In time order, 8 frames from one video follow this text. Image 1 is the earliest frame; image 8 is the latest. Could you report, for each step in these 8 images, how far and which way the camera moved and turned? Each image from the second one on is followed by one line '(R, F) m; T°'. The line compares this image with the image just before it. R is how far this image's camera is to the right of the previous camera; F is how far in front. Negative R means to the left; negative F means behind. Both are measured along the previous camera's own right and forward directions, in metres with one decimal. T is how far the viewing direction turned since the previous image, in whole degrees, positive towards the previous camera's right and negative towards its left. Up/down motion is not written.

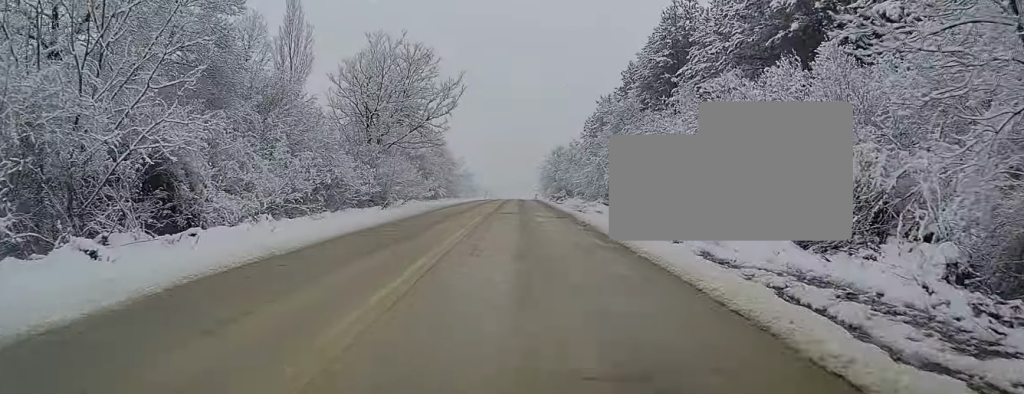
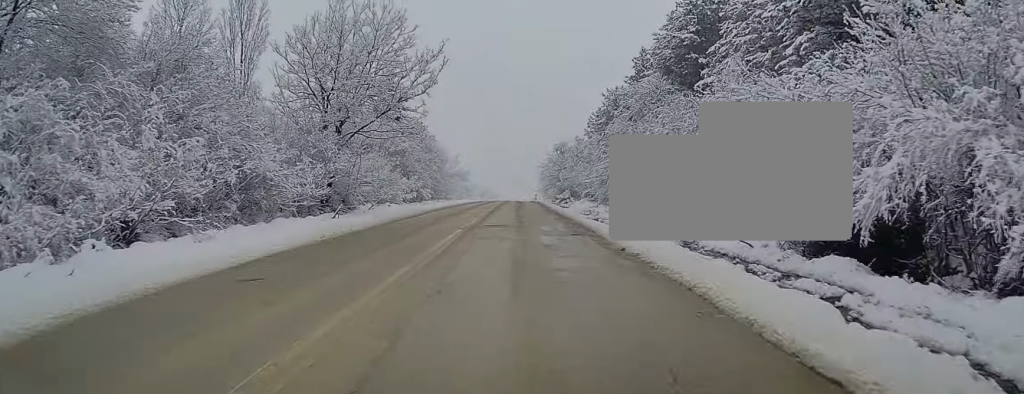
(0.0, +10.4) m; 0°
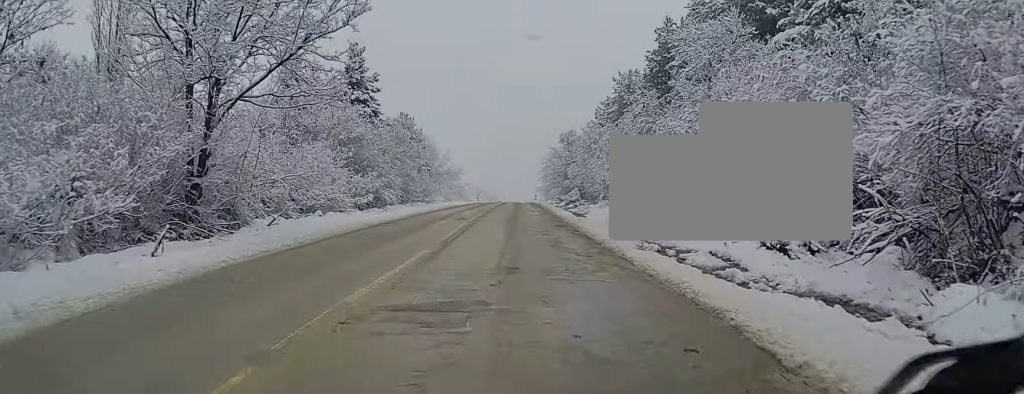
(-0.1, +15.4) m; 0°
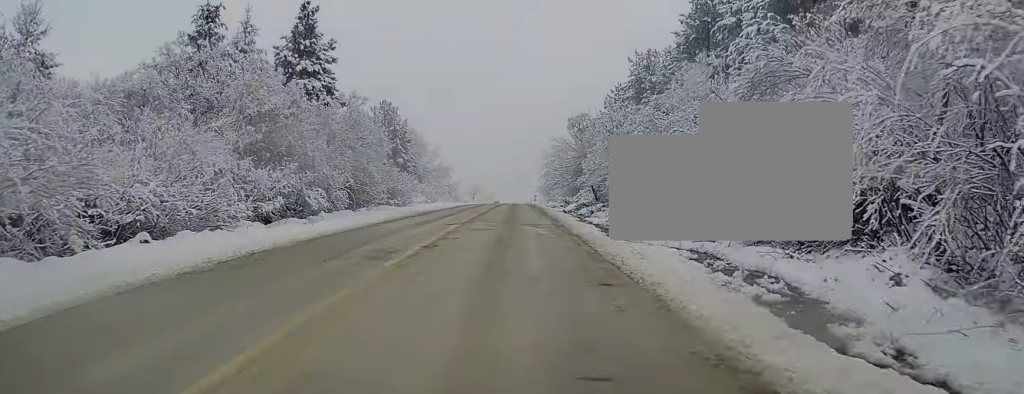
(+0.1, +14.5) m; 0°
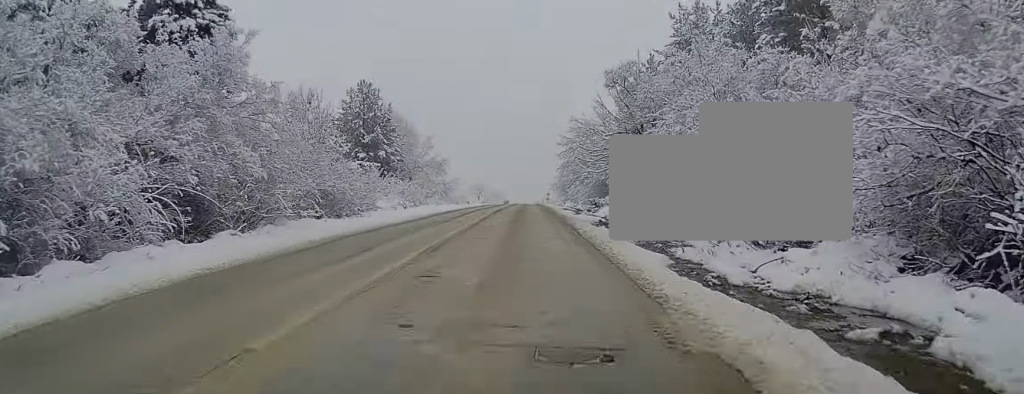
(+0.1, +19.1) m; 0°
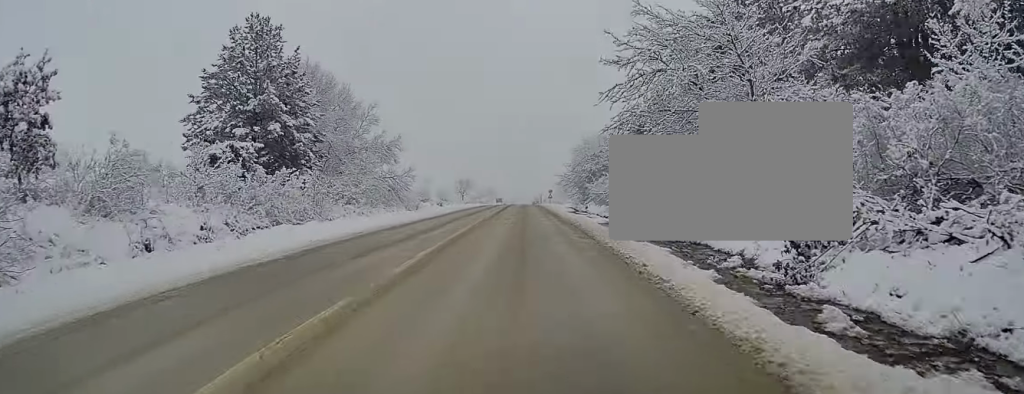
(-0.3, +33.9) m; -1°
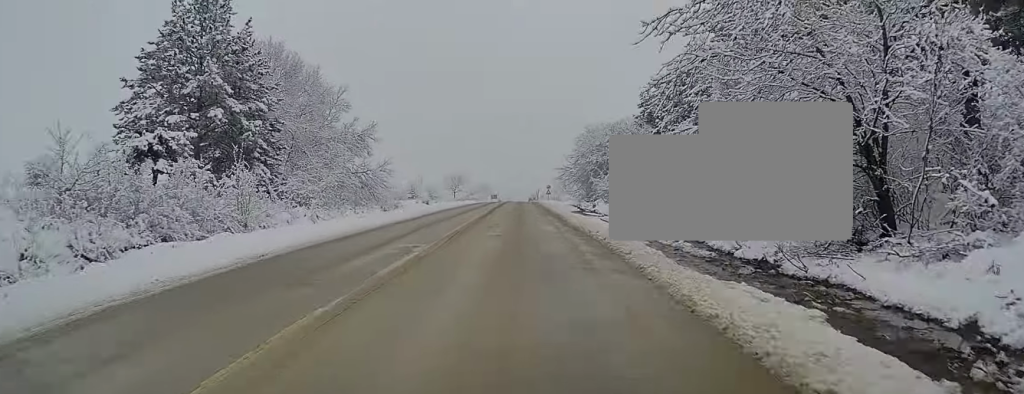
(0.0, +8.6) m; 0°
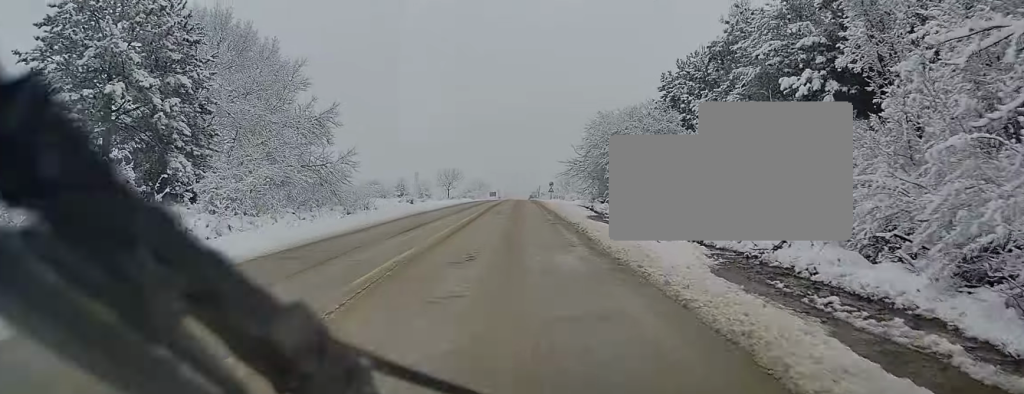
(+0.1, +10.4) m; 0°
